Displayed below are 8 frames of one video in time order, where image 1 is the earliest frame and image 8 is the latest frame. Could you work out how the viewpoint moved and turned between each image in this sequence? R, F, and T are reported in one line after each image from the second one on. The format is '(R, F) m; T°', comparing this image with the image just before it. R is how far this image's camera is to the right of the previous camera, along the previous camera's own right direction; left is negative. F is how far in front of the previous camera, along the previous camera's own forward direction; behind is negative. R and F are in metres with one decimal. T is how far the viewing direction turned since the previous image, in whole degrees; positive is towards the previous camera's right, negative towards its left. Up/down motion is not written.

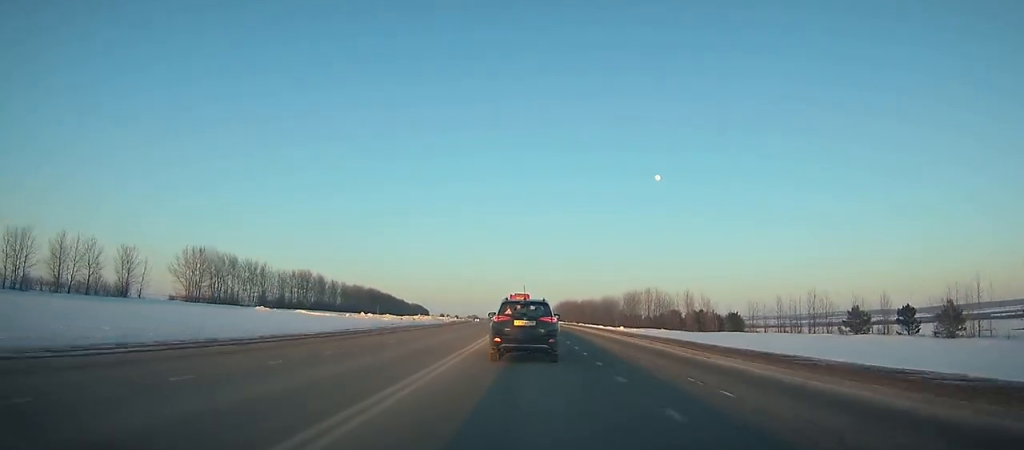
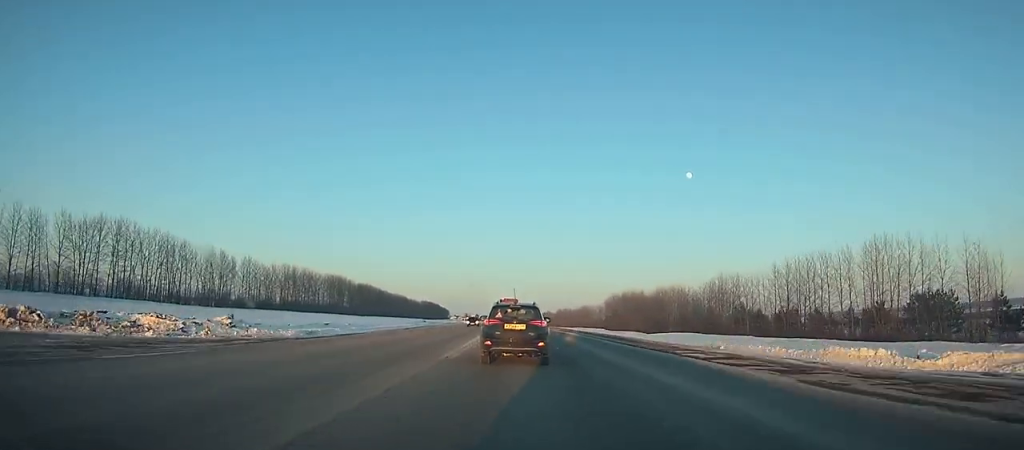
(-2.3, +131.9) m; -3°
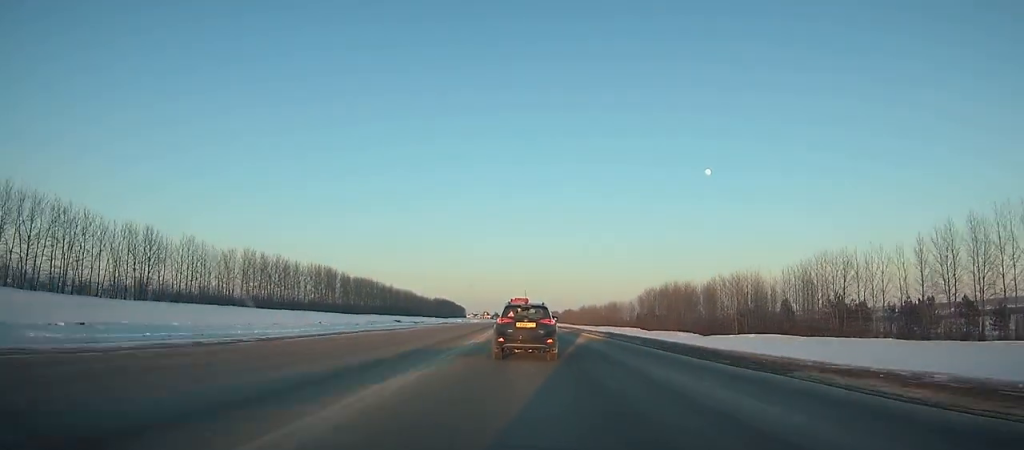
(-0.9, +42.9) m; -1°
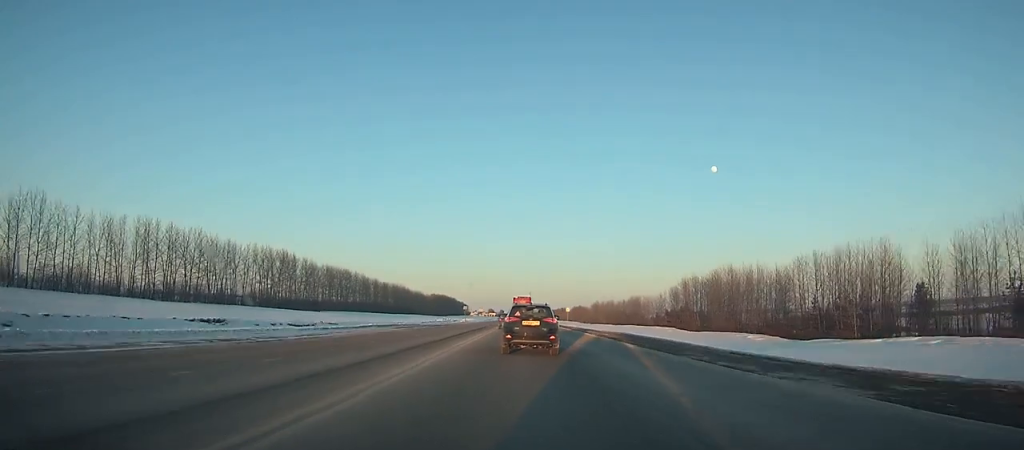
(-0.7, +50.2) m; -1°
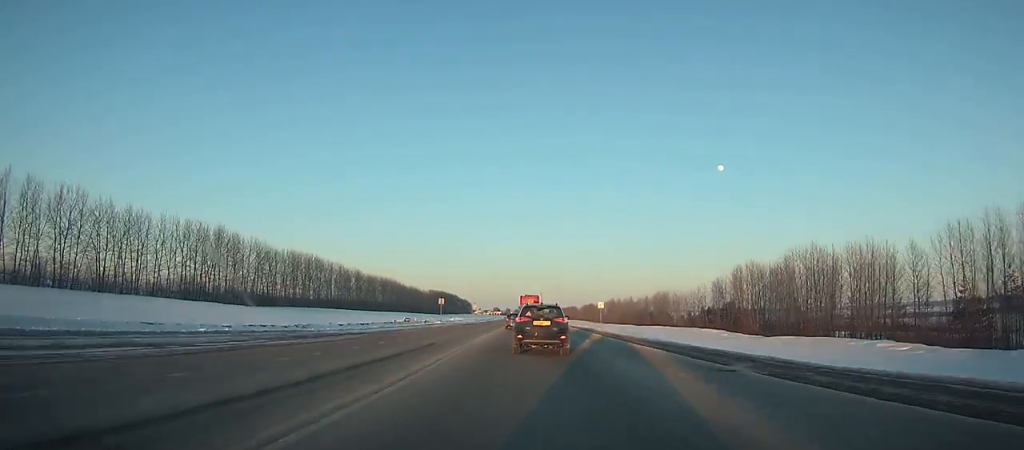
(-0.3, +42.2) m; 0°
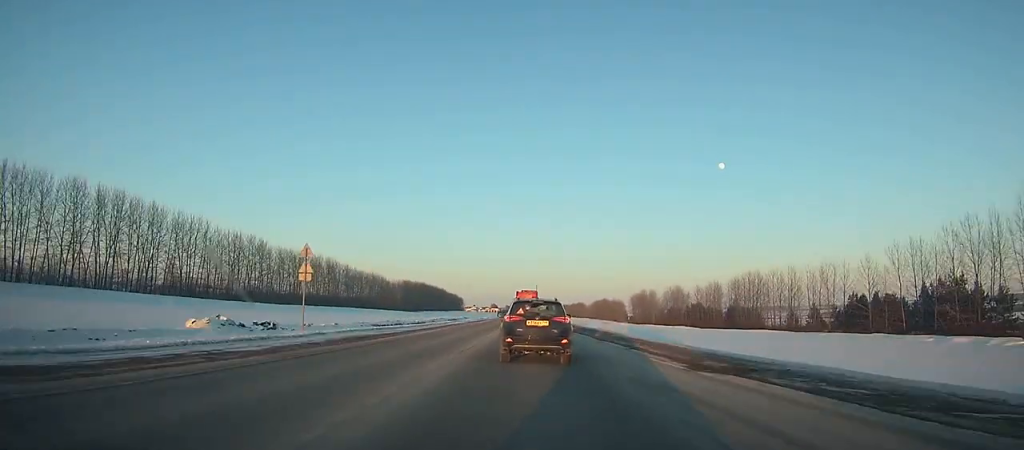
(-0.2, +96.8) m; 0°
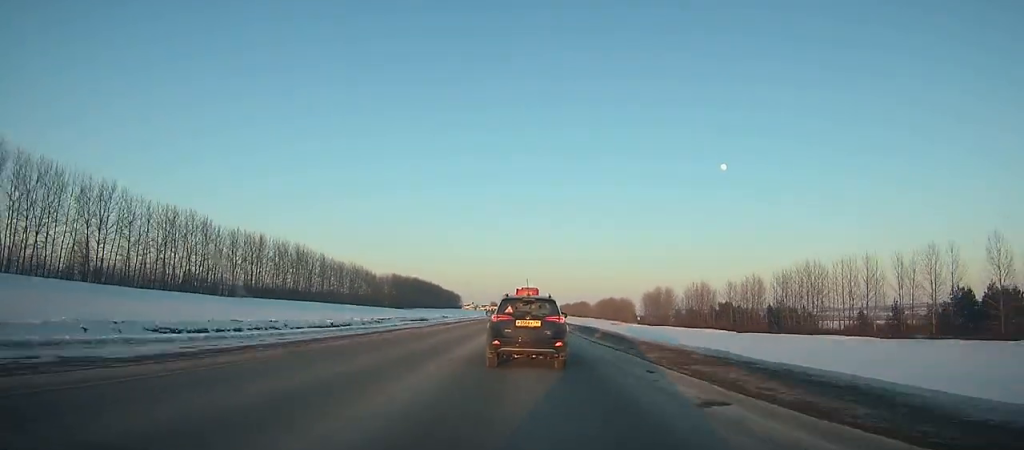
(0.0, +31.3) m; 0°
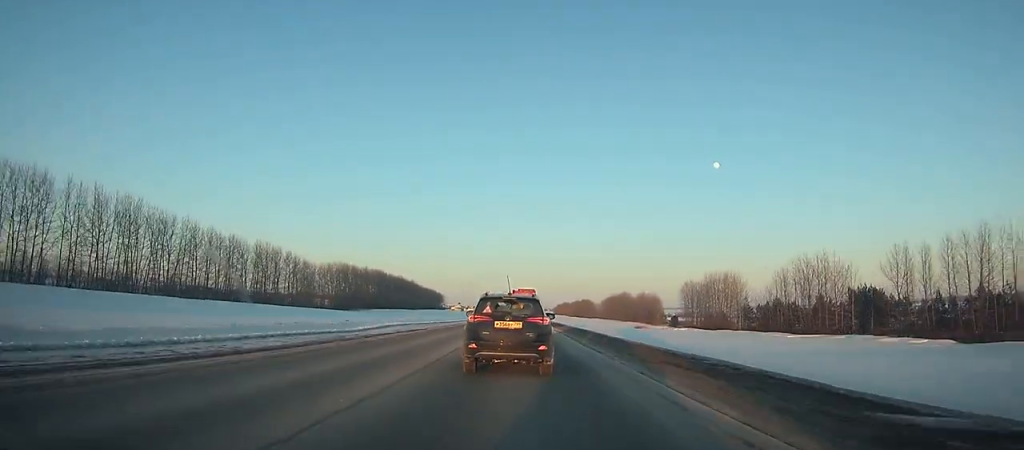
(+0.2, +83.7) m; 0°
